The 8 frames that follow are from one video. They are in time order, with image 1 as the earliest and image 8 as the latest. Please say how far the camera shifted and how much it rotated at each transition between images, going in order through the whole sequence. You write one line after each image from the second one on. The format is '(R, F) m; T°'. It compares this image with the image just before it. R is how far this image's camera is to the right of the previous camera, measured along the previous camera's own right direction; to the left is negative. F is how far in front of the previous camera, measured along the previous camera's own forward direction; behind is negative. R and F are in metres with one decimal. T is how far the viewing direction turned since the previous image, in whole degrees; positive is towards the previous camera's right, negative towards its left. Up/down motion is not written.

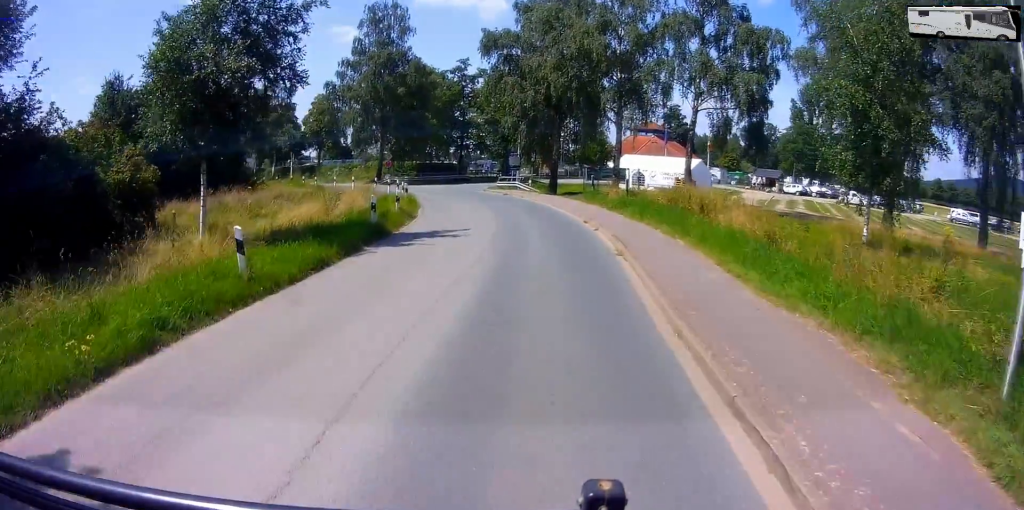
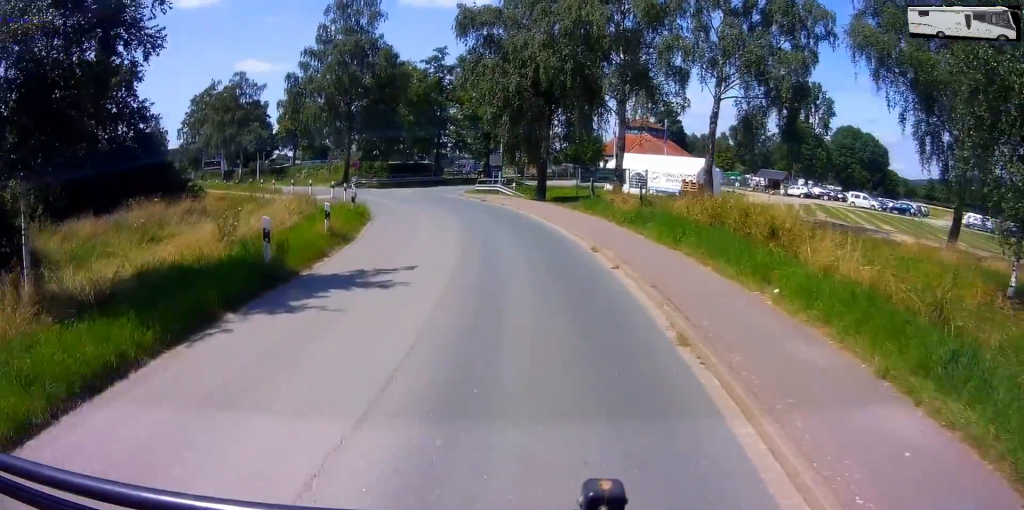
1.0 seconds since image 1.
(+0.1, +5.4) m; +4°
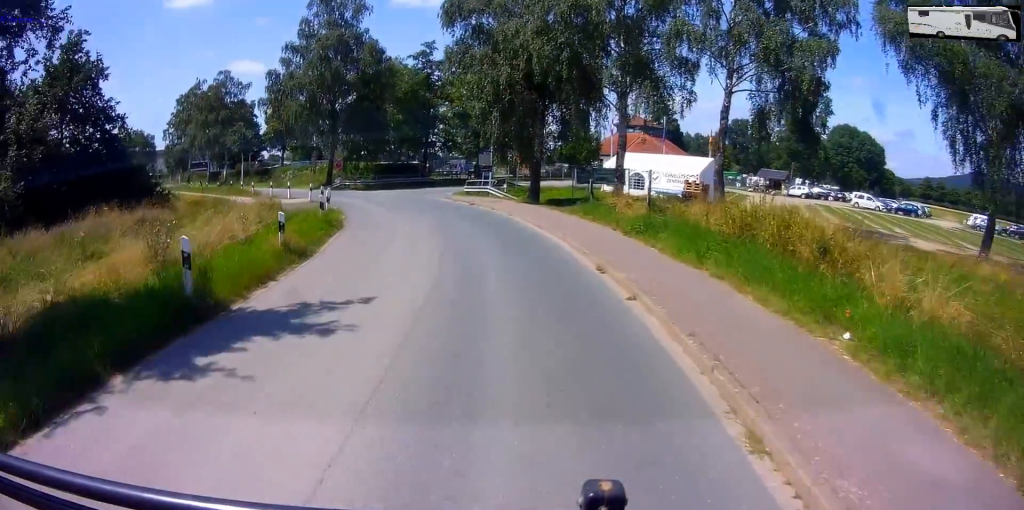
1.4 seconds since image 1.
(-0.1, +2.2) m; +2°
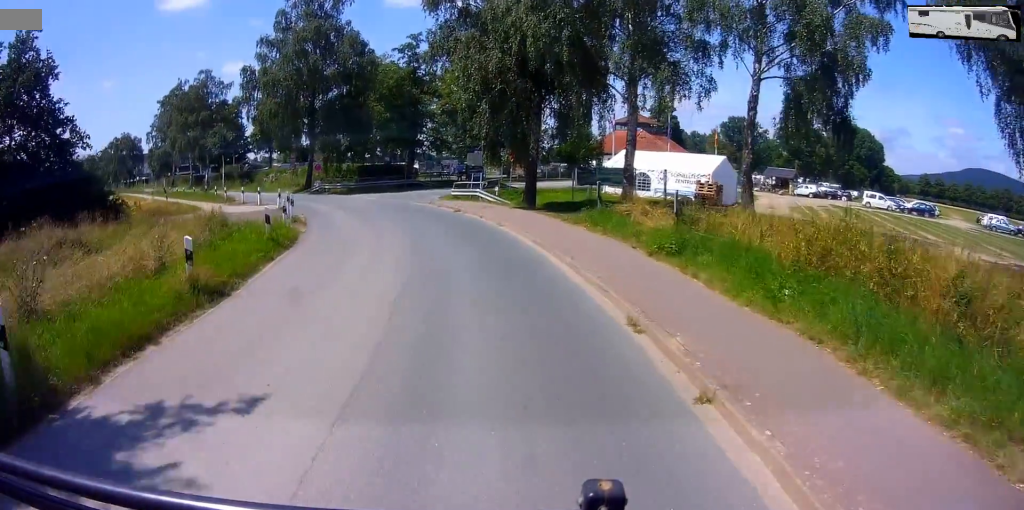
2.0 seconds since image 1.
(+0.2, +3.4) m; +1°
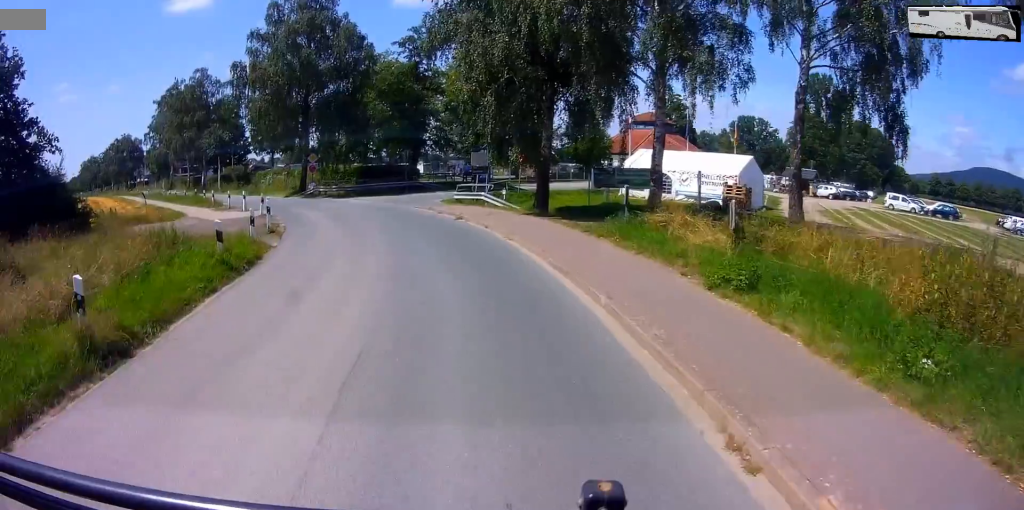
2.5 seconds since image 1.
(+0.3, +3.0) m; 0°
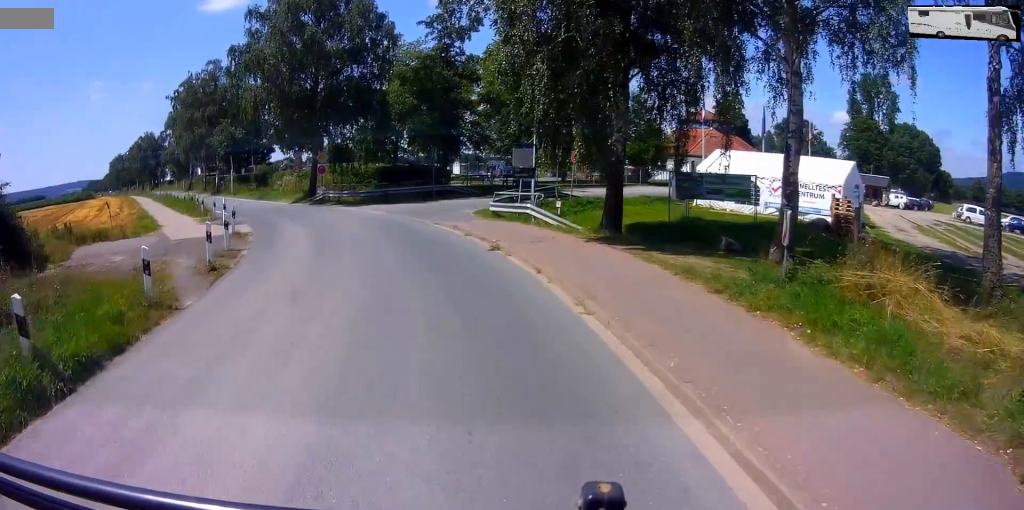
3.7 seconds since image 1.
(-0.6, +6.6) m; -8°
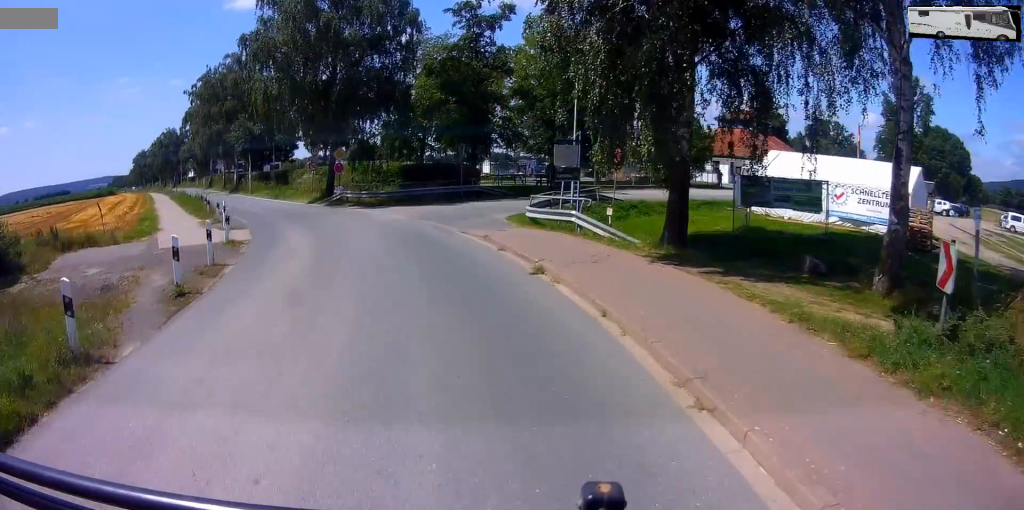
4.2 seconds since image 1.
(0.0, +2.7) m; -6°
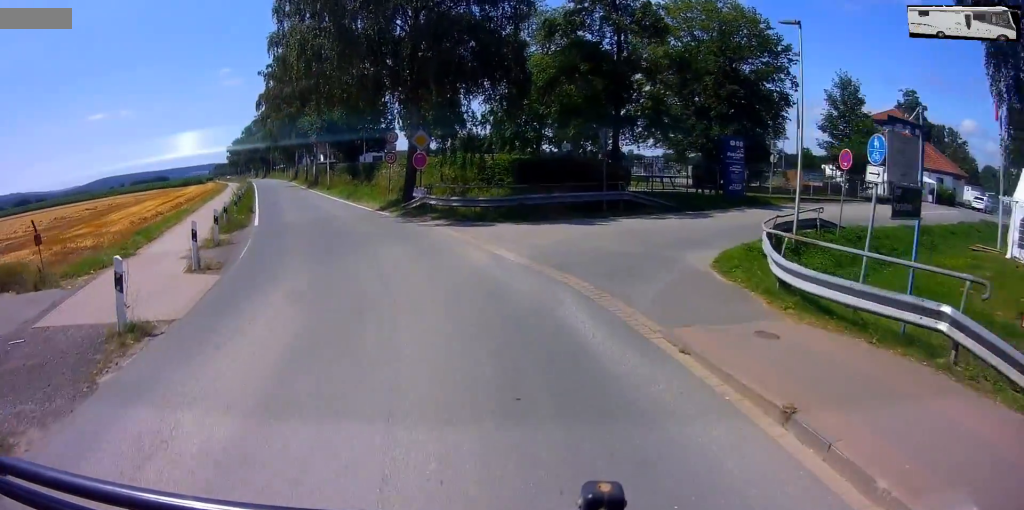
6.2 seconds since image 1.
(-0.6, +10.0) m; -3°
